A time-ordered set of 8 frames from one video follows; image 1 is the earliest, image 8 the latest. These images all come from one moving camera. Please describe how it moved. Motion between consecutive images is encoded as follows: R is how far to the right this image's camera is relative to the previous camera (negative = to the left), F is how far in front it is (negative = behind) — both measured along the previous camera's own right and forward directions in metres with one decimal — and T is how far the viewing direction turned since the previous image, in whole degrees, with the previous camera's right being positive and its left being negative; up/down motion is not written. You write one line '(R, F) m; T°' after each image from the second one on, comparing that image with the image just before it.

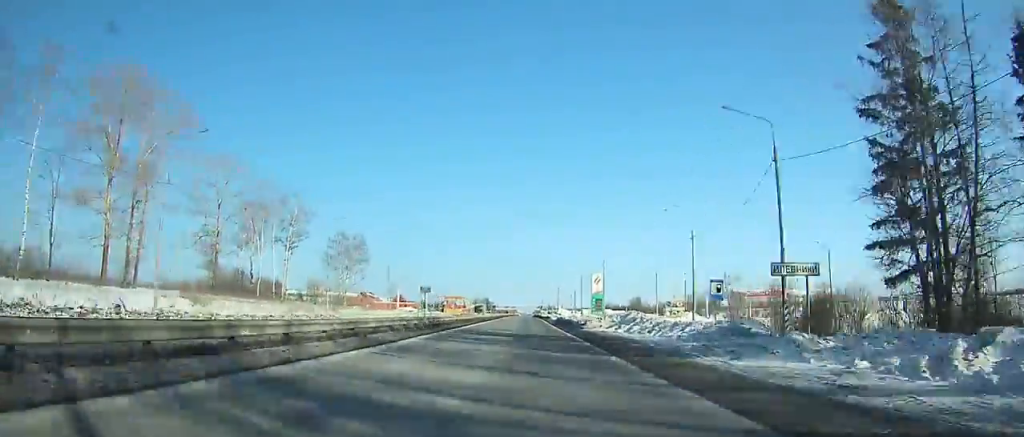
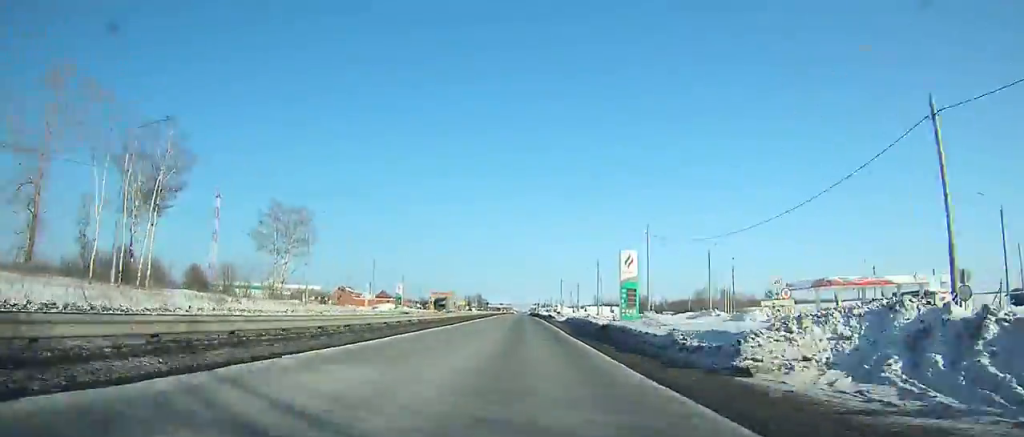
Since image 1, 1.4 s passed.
(+0.2, +34.6) m; 0°
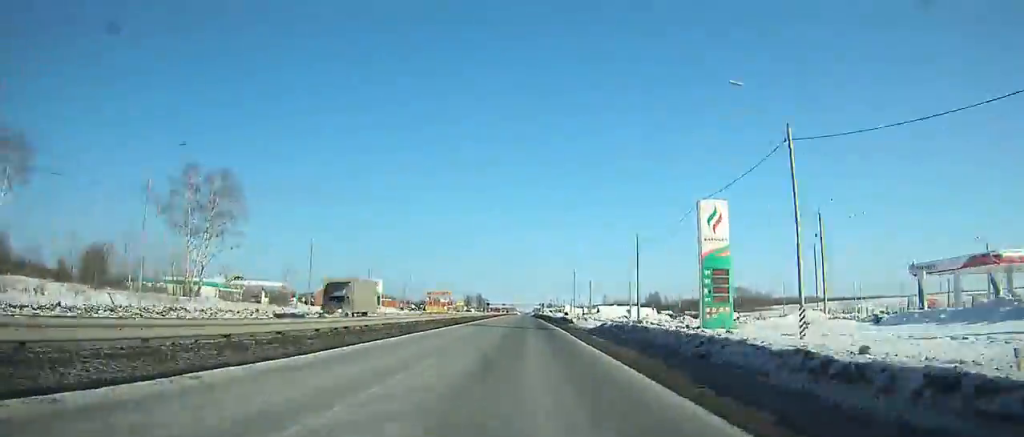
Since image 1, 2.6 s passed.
(-0.1, +29.2) m; 0°
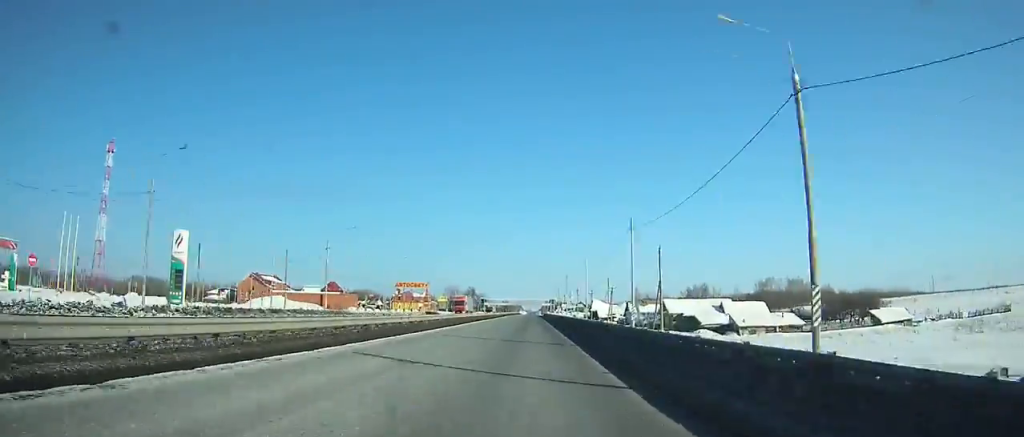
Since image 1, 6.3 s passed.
(-0.7, +87.9) m; -1°
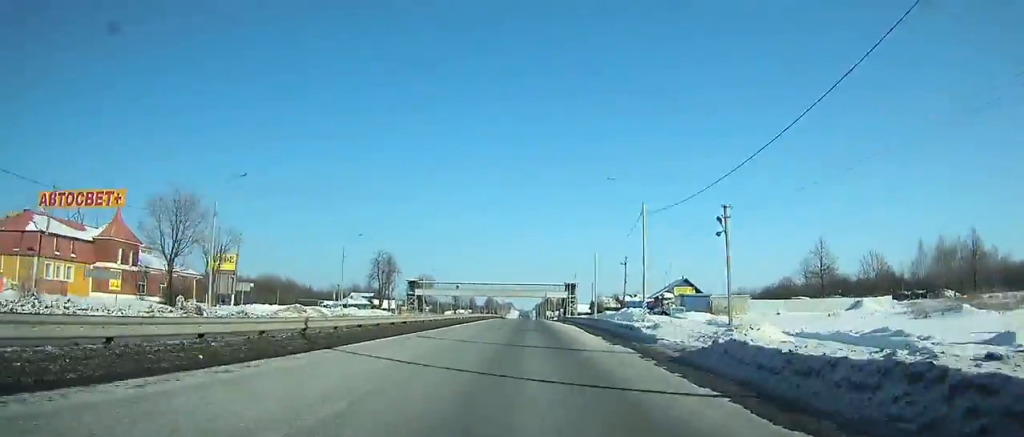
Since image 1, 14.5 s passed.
(+0.9, +182.7) m; +1°
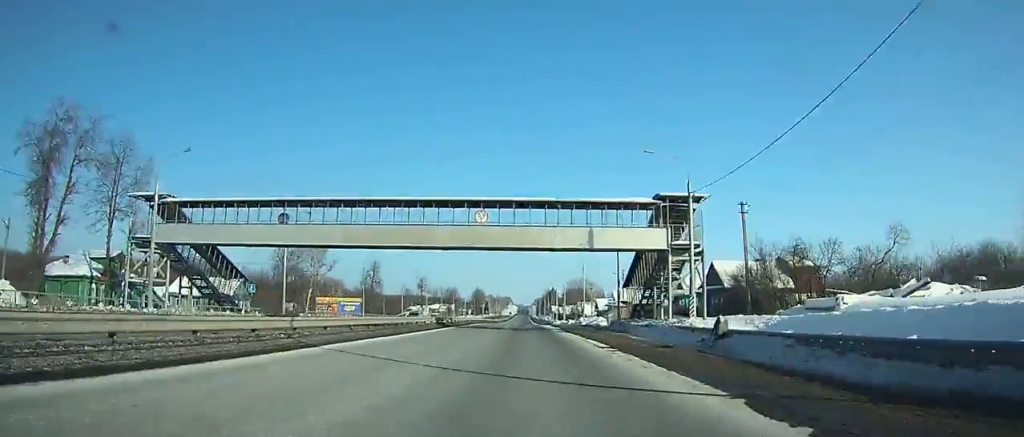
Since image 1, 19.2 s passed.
(+0.1, +100.8) m; 0°
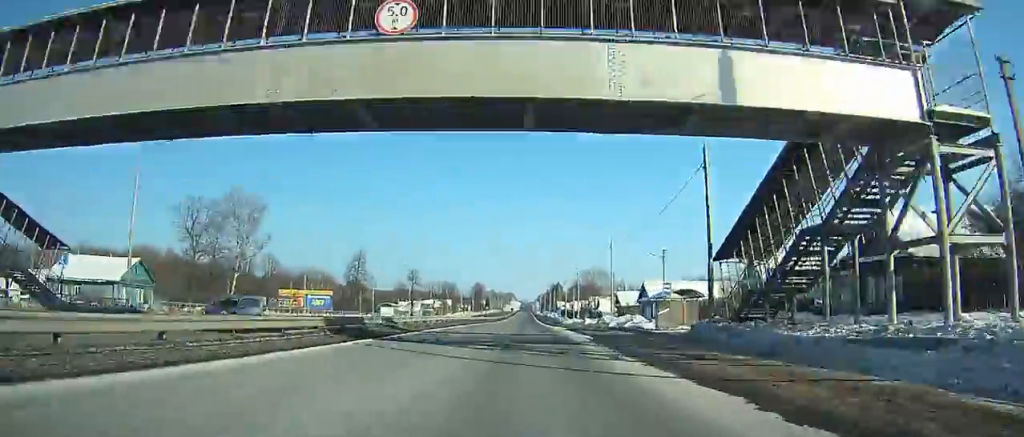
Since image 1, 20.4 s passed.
(0.0, +25.8) m; 0°
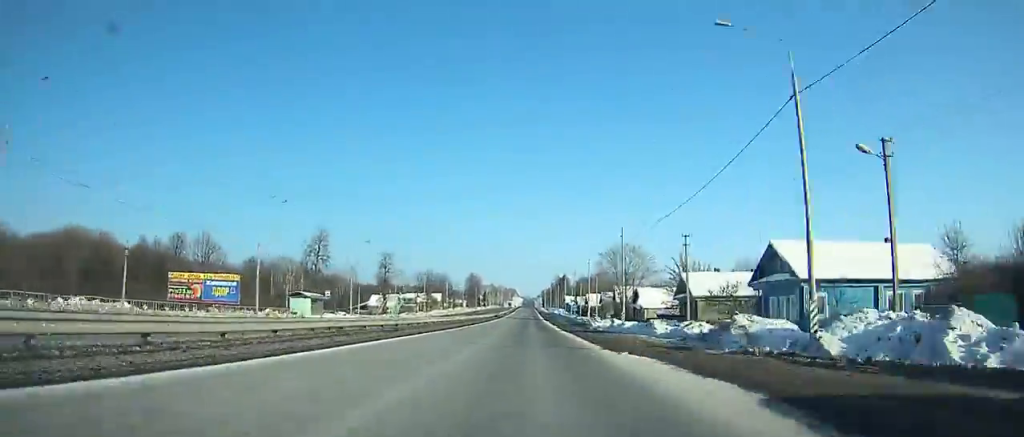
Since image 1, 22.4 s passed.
(-0.1, +43.1) m; 0°
